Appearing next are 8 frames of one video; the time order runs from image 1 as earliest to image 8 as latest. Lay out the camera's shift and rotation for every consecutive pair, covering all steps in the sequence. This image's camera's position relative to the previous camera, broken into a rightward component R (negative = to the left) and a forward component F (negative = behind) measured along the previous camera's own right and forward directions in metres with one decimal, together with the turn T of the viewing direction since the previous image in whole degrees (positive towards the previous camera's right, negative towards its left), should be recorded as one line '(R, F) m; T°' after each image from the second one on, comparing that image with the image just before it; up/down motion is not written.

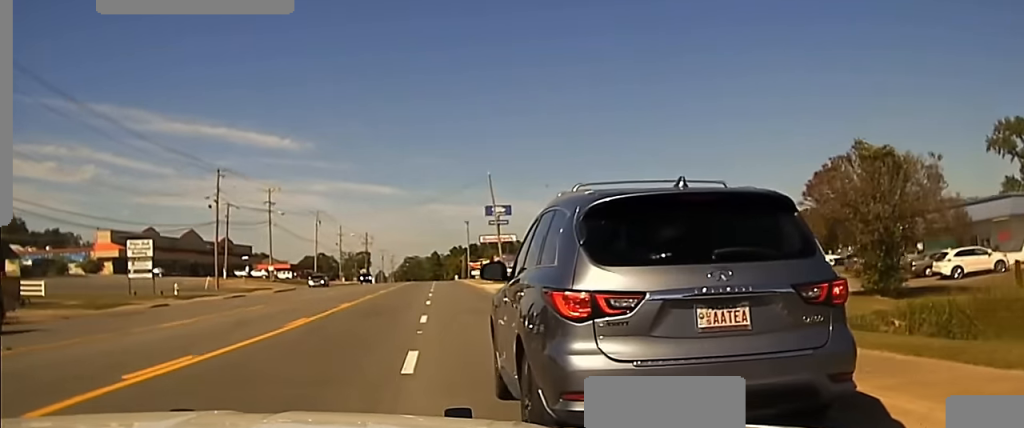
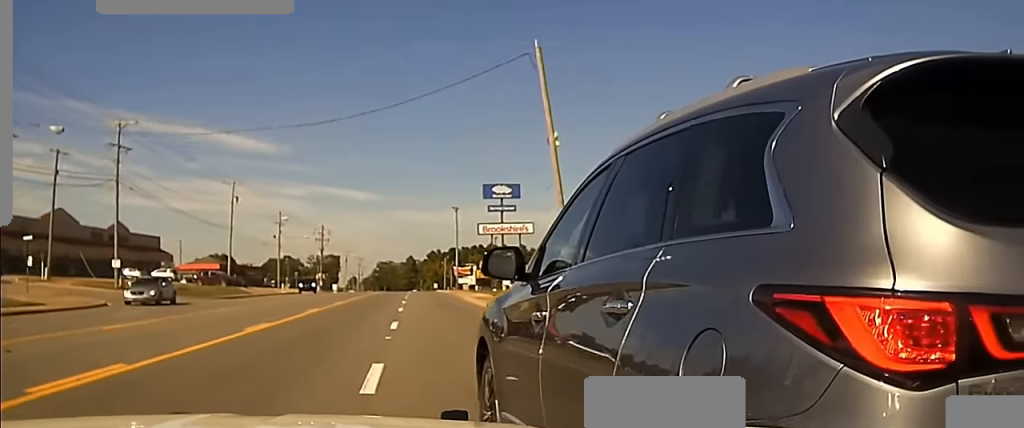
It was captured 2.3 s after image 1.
(-0.2, +47.7) m; +1°
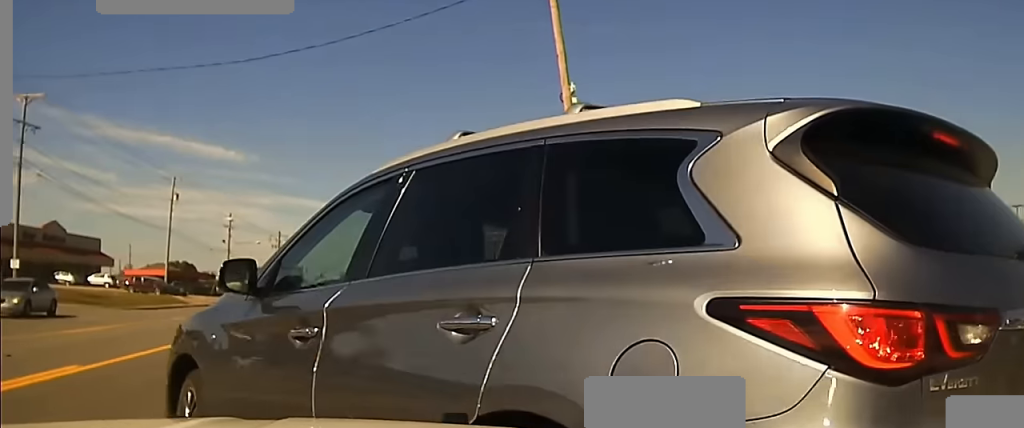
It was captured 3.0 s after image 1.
(+0.4, +11.0) m; +3°
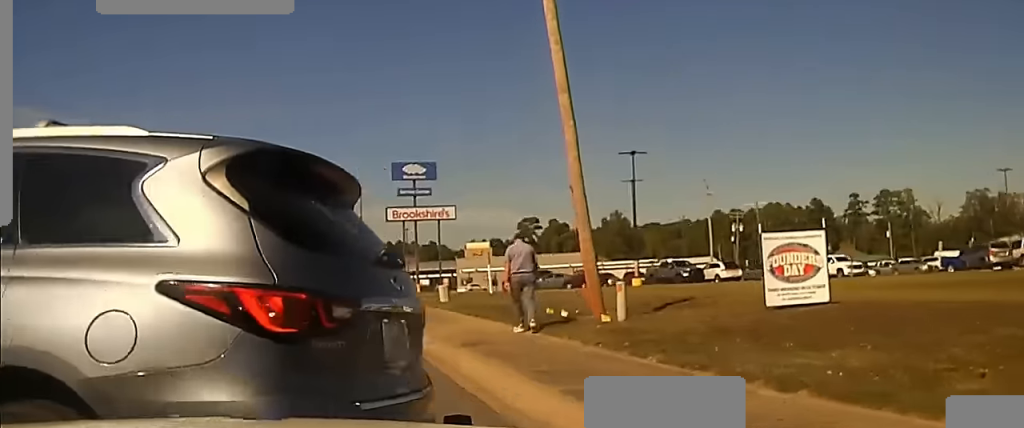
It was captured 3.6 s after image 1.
(+0.2, +8.1) m; +1°
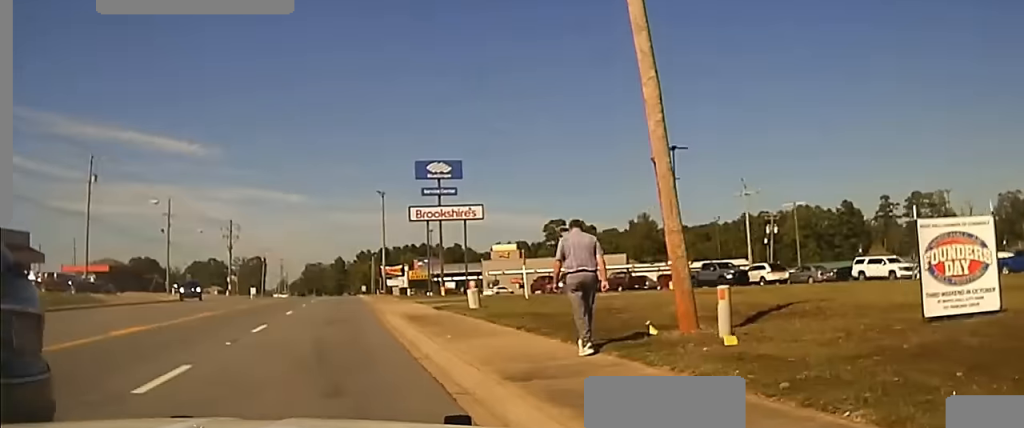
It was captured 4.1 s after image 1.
(+0.2, +4.0) m; -1°
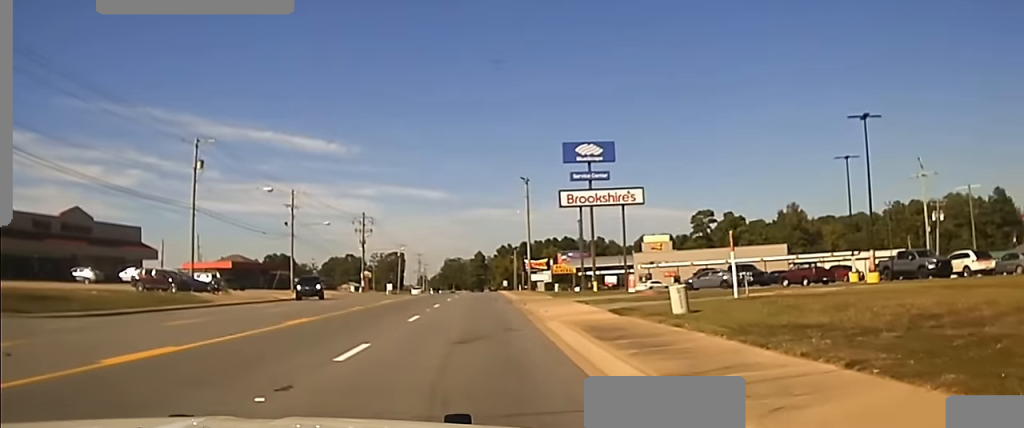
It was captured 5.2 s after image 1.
(-0.3, +8.8) m; -11°
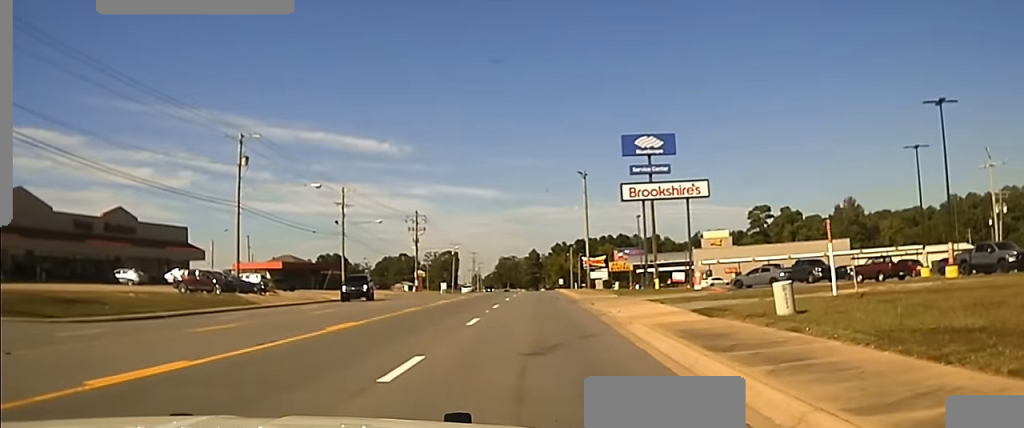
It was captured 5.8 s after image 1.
(-0.4, +3.5) m; -16°
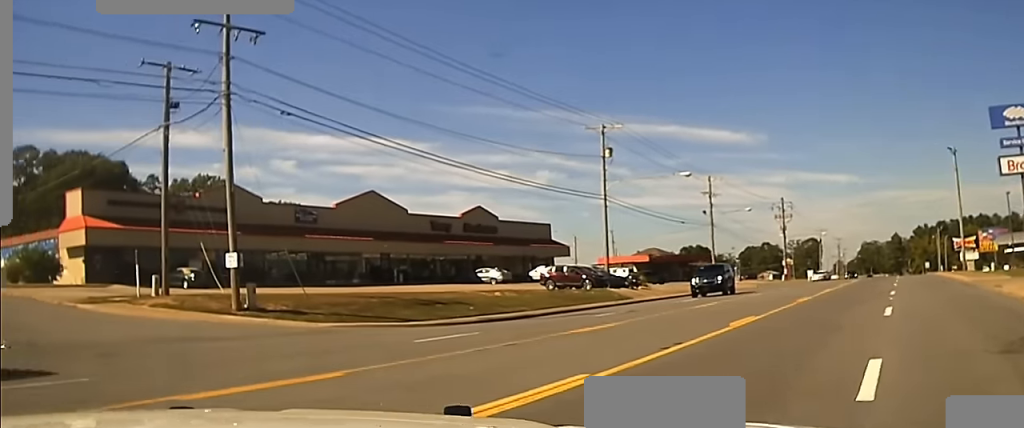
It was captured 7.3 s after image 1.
(-2.2, +5.2) m; -72°
